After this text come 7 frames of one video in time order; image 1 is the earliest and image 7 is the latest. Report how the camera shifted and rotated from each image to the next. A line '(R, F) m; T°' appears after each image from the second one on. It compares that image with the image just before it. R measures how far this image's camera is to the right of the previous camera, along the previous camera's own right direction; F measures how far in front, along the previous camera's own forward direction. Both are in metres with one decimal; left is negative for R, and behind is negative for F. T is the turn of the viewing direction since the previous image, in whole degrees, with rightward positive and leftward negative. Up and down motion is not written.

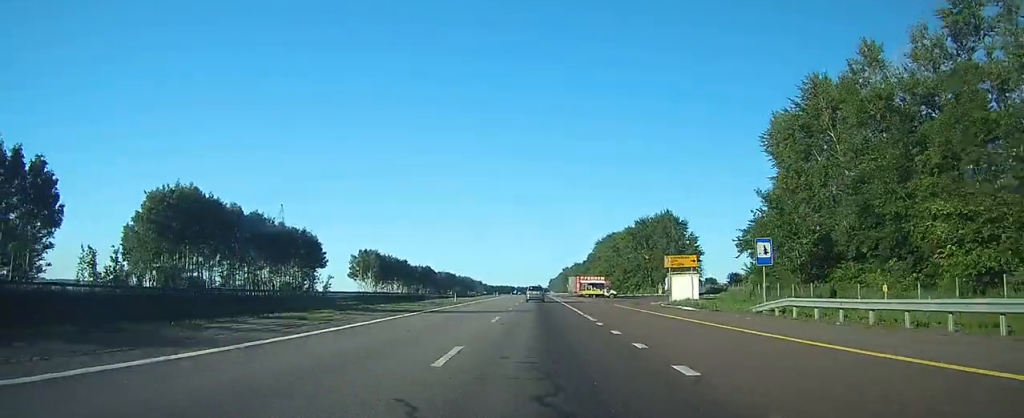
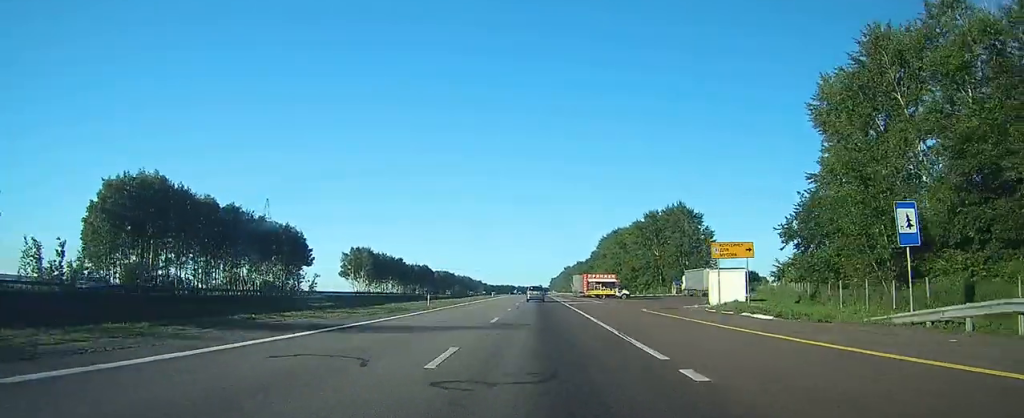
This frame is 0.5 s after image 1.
(0.0, +12.5) m; 0°
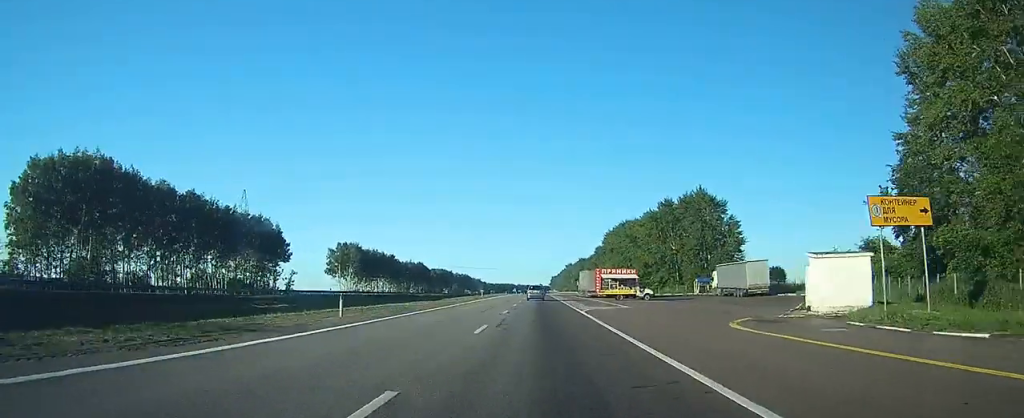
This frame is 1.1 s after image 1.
(-0.1, +17.0) m; 0°
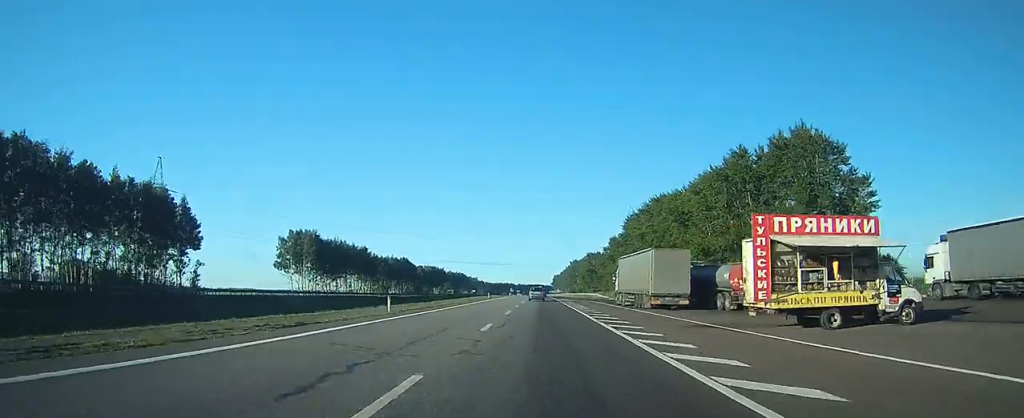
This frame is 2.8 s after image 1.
(+0.3, +46.5) m; 0°
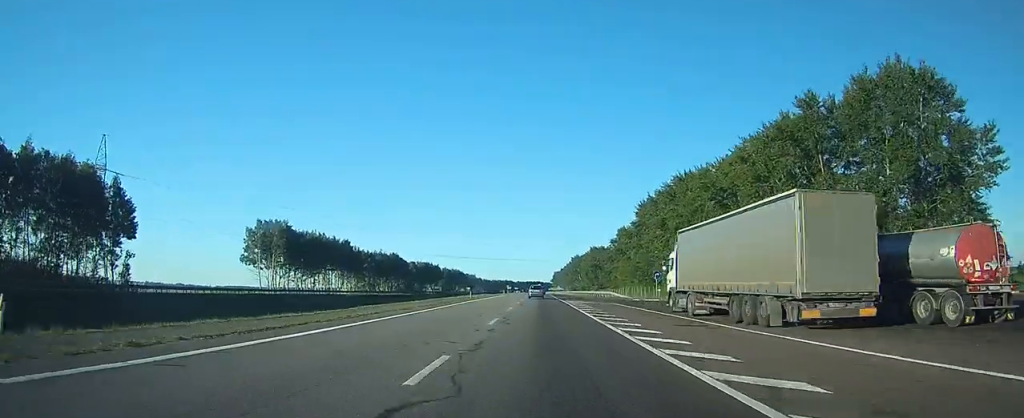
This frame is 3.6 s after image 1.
(0.0, +21.3) m; 0°
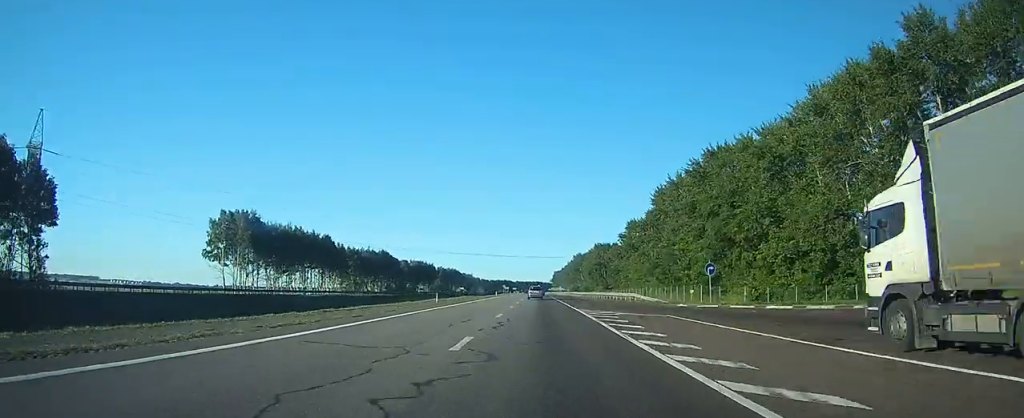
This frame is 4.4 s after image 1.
(0.0, +19.5) m; 0°
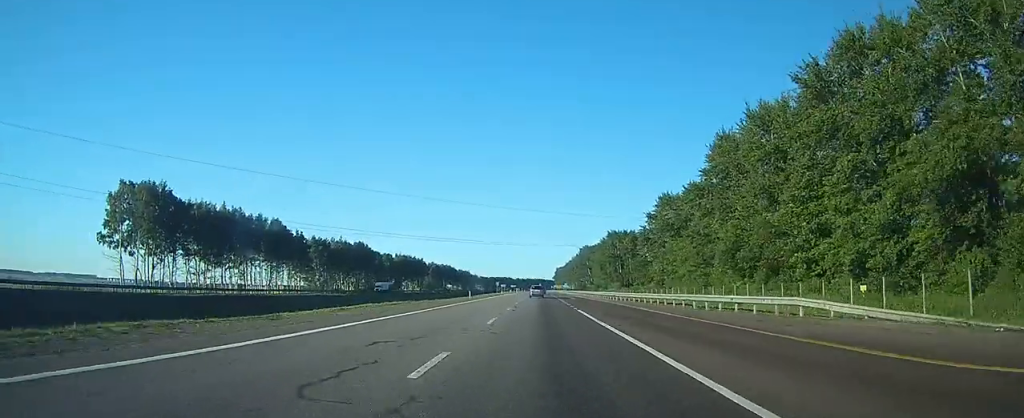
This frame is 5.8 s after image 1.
(+0.1, +39.0) m; 0°
